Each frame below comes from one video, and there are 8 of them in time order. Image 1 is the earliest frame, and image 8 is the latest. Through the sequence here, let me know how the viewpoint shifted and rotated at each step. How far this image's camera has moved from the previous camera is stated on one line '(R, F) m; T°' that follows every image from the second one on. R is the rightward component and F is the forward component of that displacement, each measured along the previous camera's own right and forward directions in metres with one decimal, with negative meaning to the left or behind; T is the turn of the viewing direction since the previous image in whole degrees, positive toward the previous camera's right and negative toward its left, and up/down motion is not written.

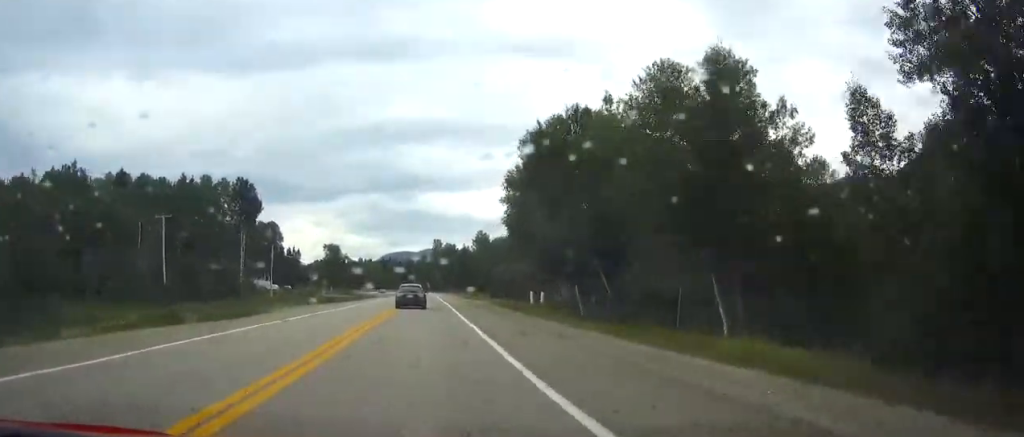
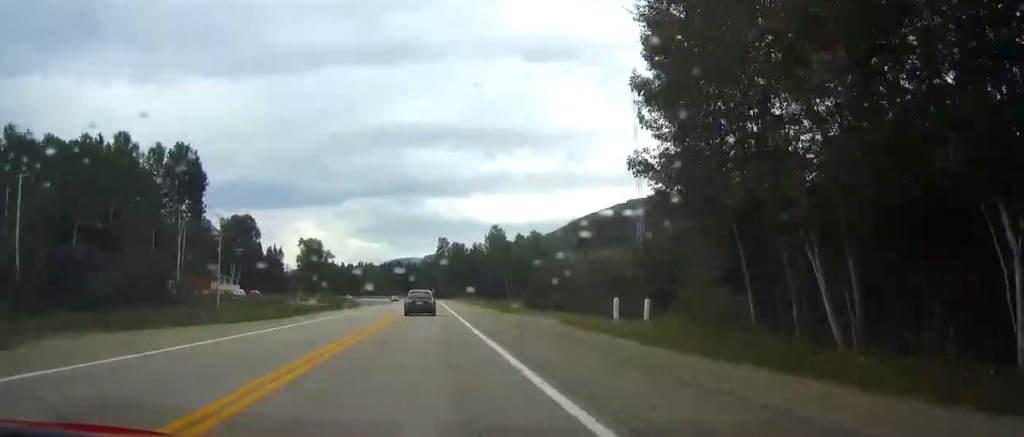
(0.0, +33.5) m; 0°
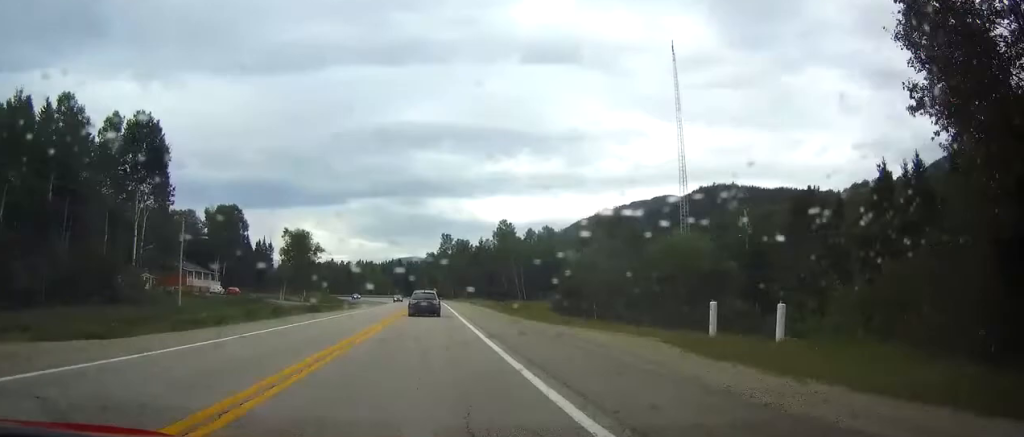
(0.0, +15.0) m; 0°
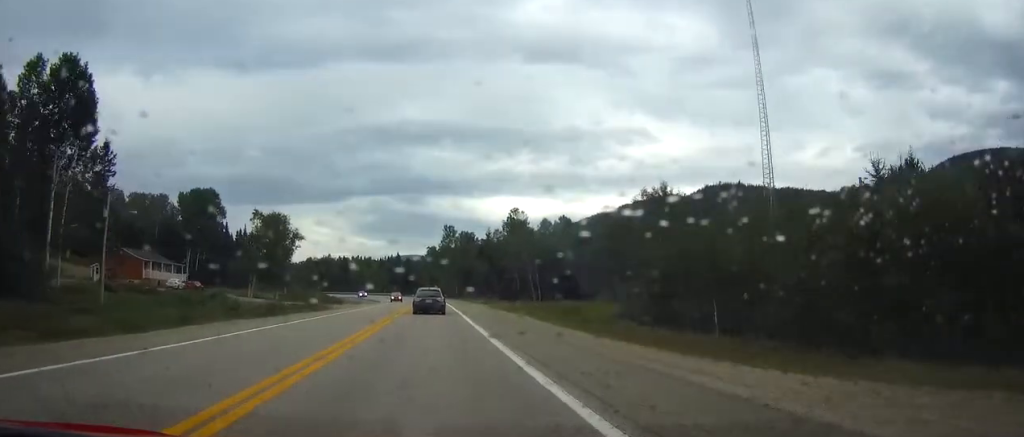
(0.0, +19.6) m; 0°
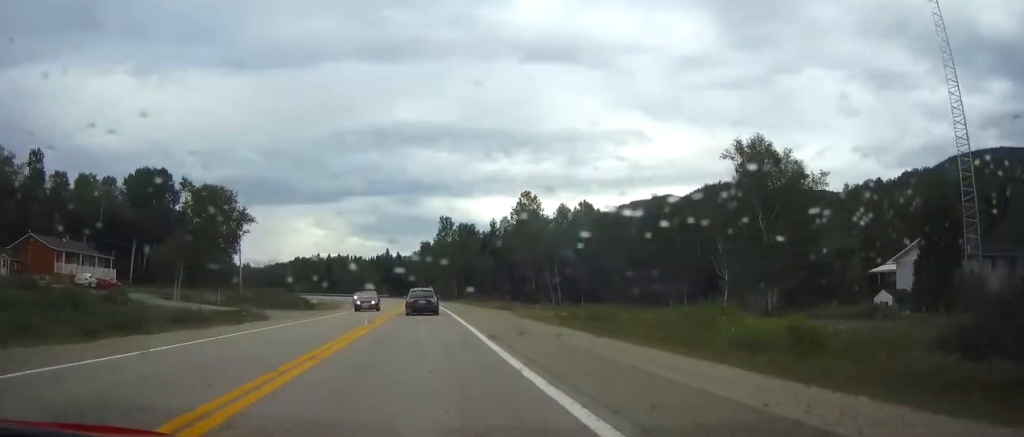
(-0.1, +24.9) m; 0°
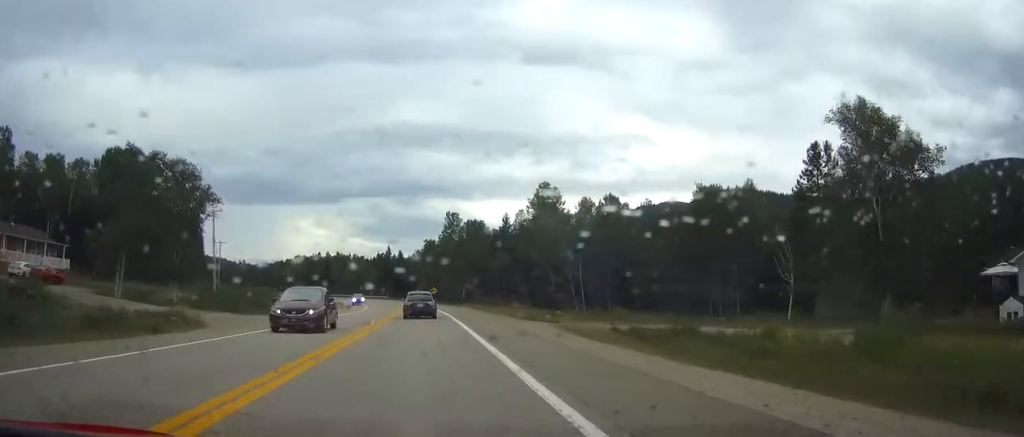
(0.0, +13.7) m; 0°
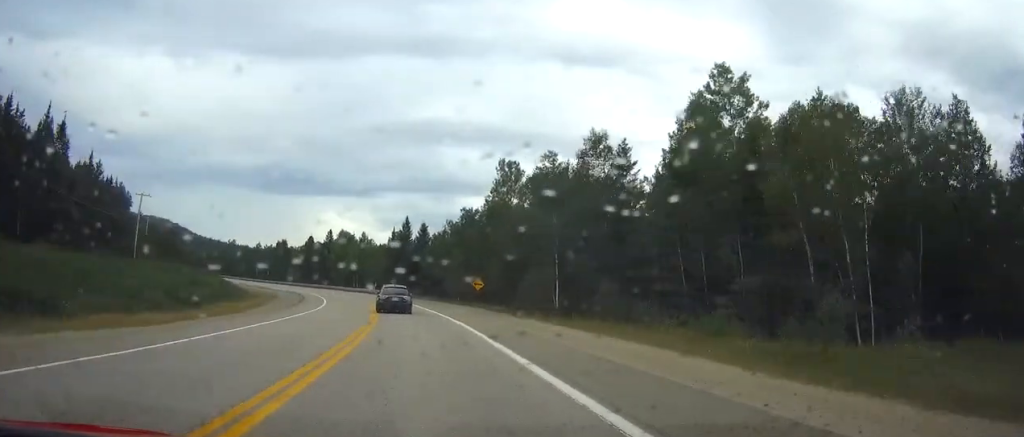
(-0.5, +56.3) m; -2°
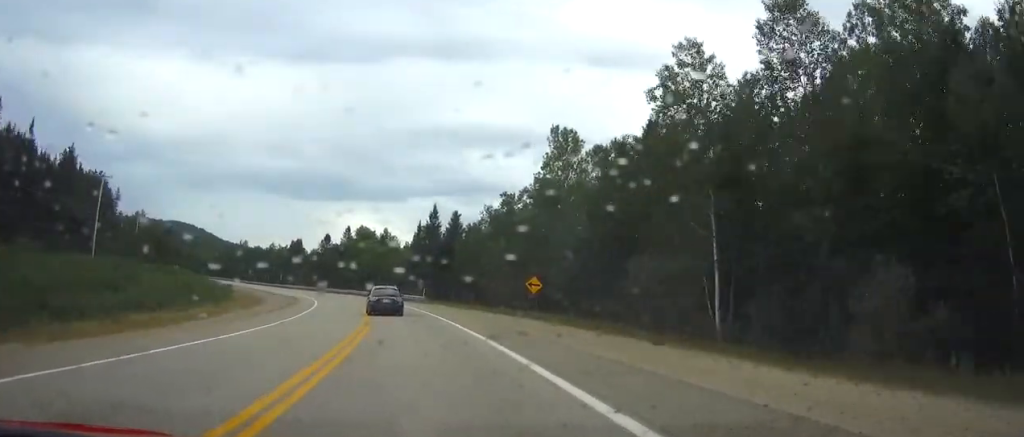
(-0.3, +19.8) m; -2°
